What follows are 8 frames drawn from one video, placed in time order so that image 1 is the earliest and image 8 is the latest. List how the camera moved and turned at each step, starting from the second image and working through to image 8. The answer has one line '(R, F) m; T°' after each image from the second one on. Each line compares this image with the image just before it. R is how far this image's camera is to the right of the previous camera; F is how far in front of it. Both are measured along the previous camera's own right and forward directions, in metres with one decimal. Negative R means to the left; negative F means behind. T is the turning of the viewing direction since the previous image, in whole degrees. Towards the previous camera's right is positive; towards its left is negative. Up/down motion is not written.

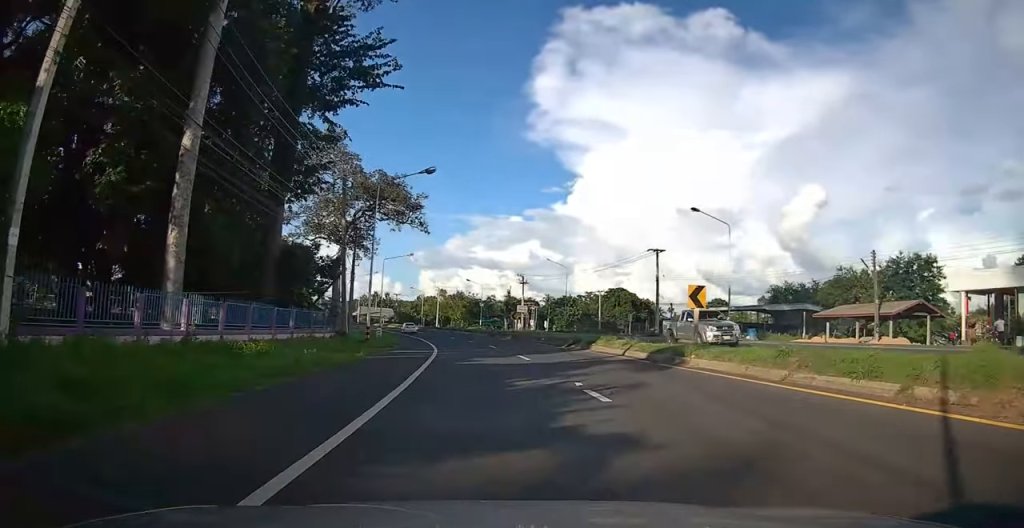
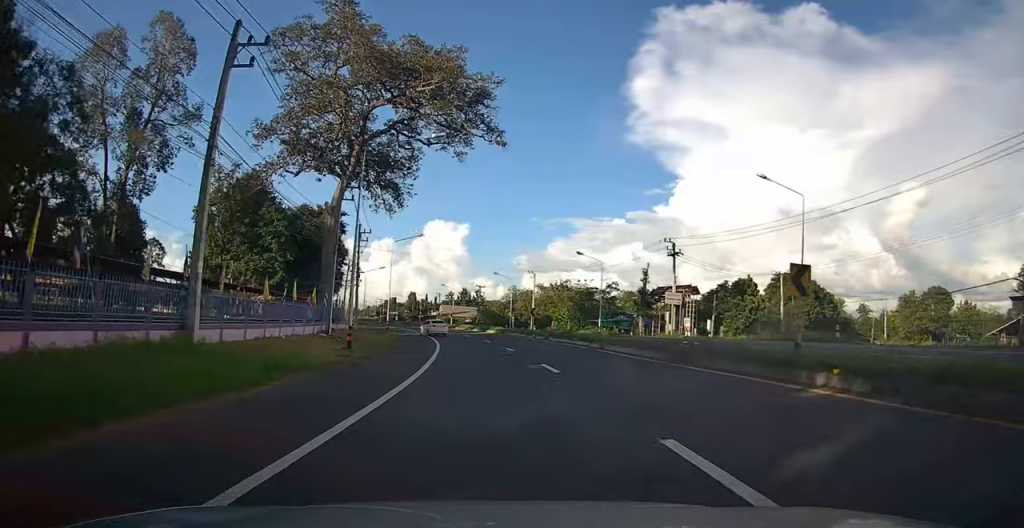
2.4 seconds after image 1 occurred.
(-4.2, +41.9) m; -9°
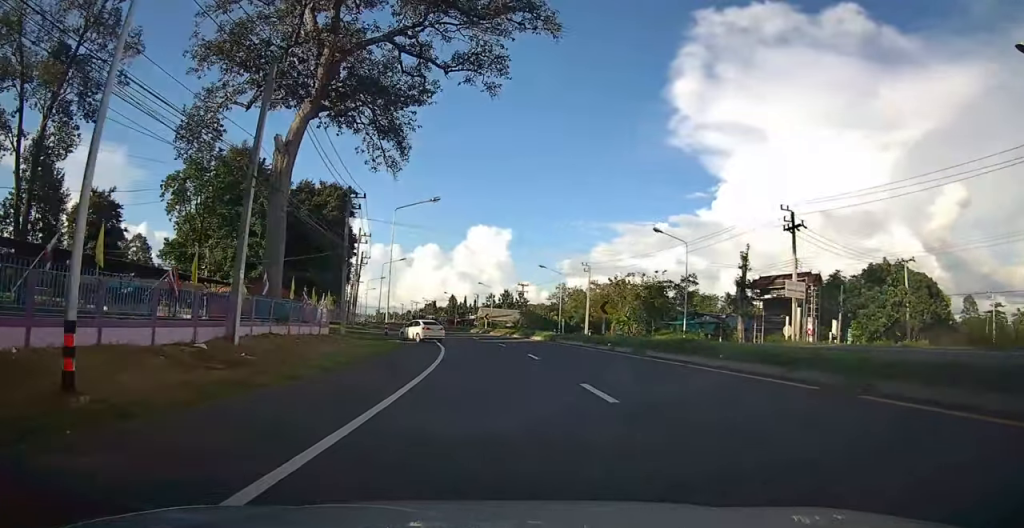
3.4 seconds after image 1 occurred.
(-0.5, +18.1) m; -3°
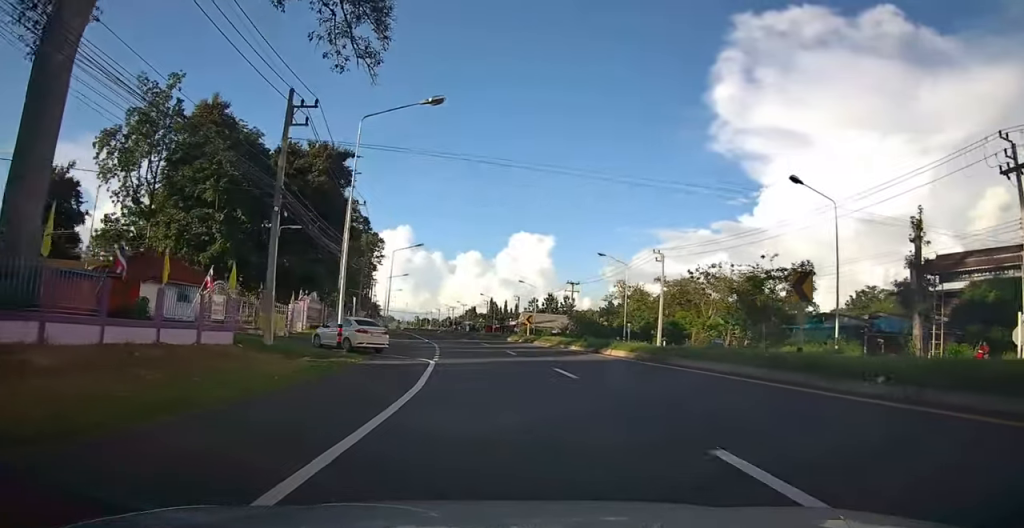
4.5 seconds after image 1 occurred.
(-0.5, +18.8) m; -3°
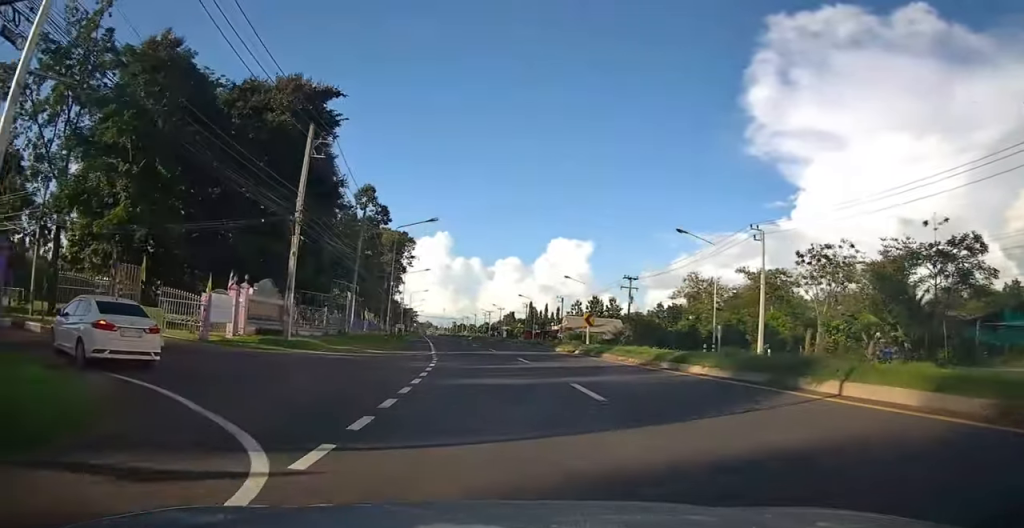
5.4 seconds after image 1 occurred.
(-0.5, +16.5) m; -5°
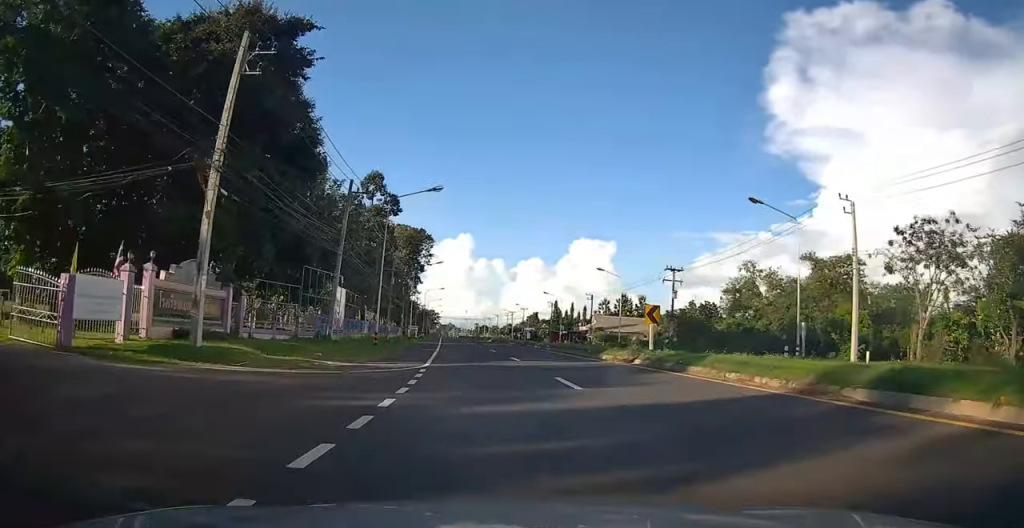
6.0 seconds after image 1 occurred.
(-0.1, +10.0) m; -4°
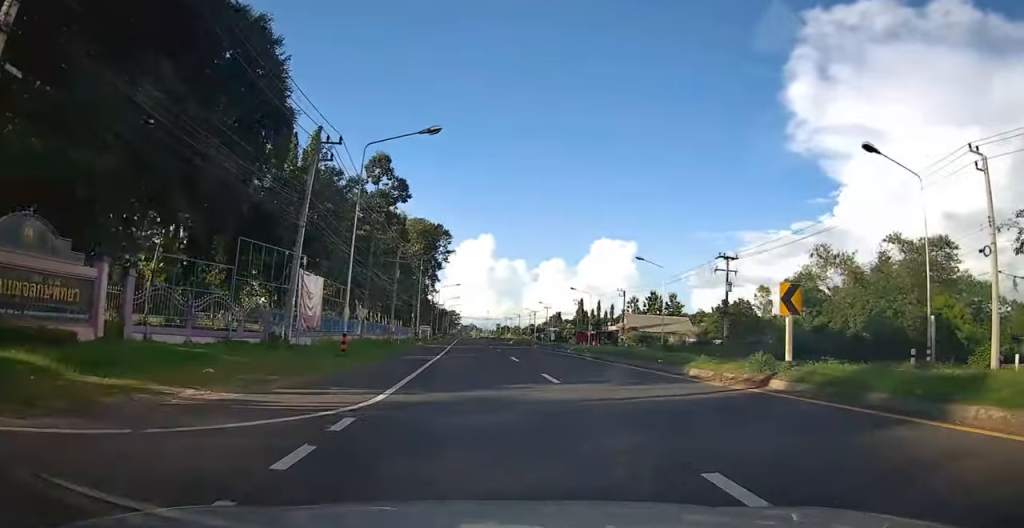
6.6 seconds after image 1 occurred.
(-0.7, +10.1) m; -2°
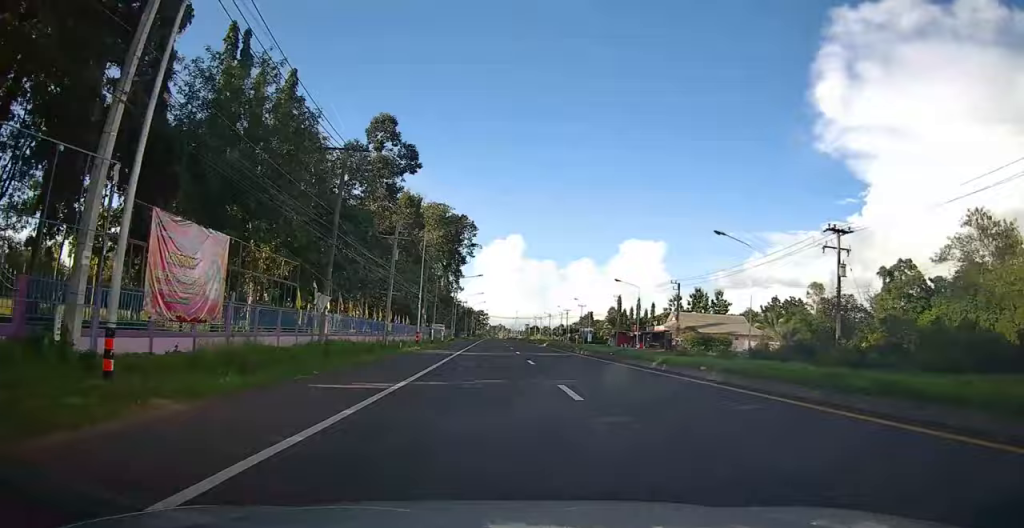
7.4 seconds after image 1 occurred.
(-0.4, +15.2) m; -2°
